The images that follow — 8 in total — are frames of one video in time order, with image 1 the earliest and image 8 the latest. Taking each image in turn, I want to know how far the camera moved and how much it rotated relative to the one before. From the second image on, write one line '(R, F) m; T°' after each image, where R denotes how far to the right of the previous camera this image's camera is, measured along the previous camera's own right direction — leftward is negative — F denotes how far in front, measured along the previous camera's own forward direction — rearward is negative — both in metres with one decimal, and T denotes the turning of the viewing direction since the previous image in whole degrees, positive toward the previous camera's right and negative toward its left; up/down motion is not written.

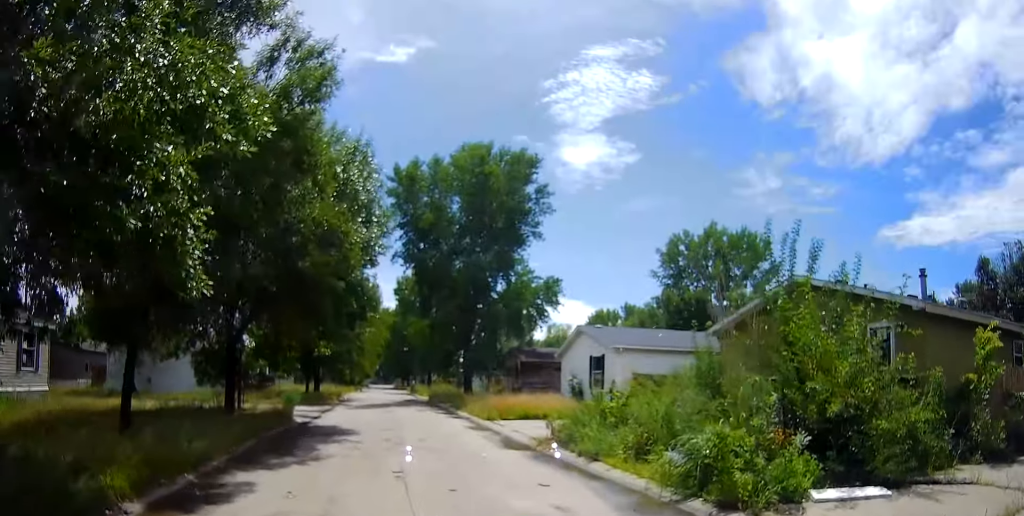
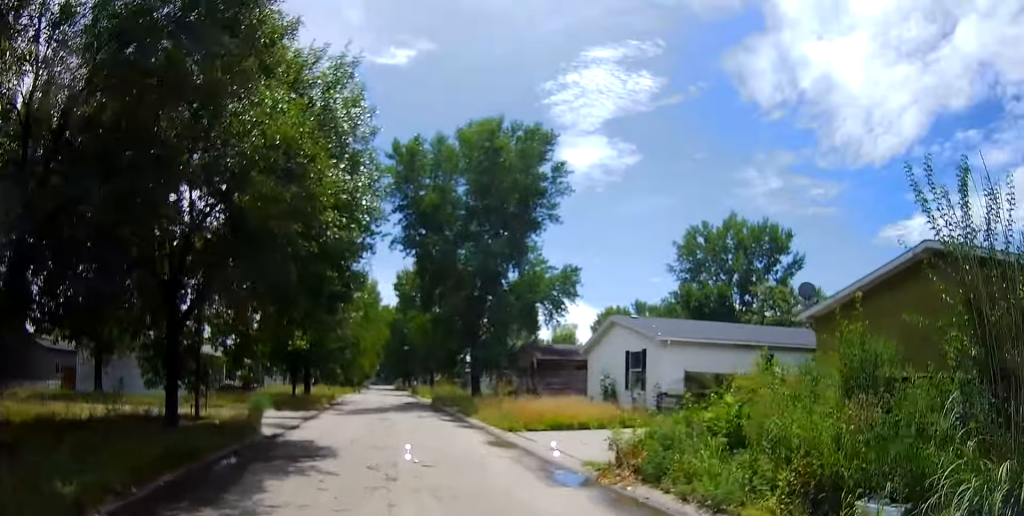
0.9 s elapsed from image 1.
(-0.1, +5.6) m; -1°
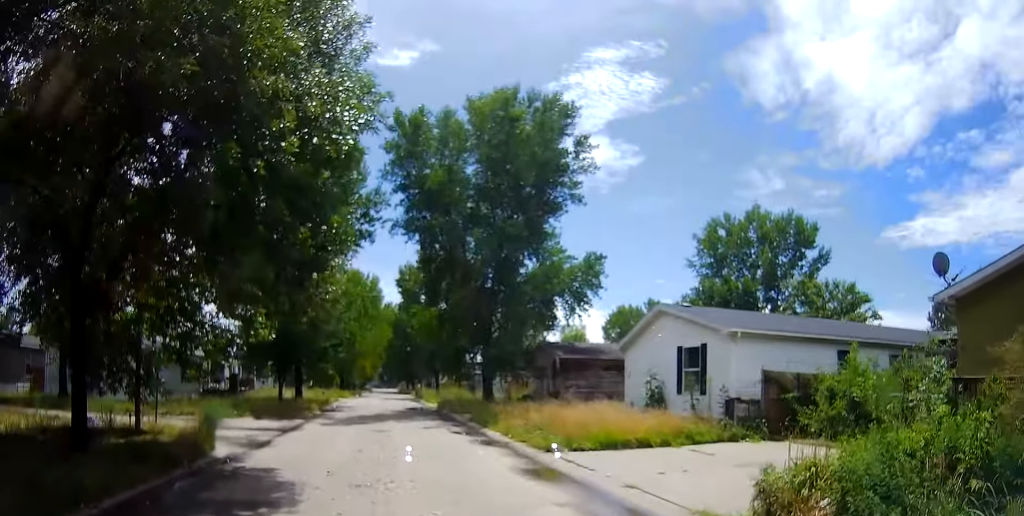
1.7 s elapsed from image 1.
(0.0, +5.2) m; 0°
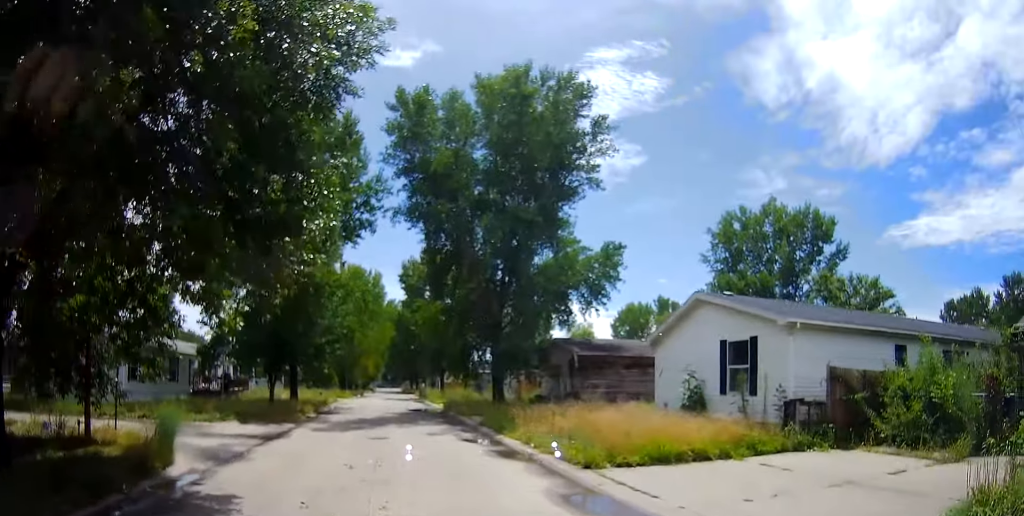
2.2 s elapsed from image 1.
(0.0, +3.0) m; 0°
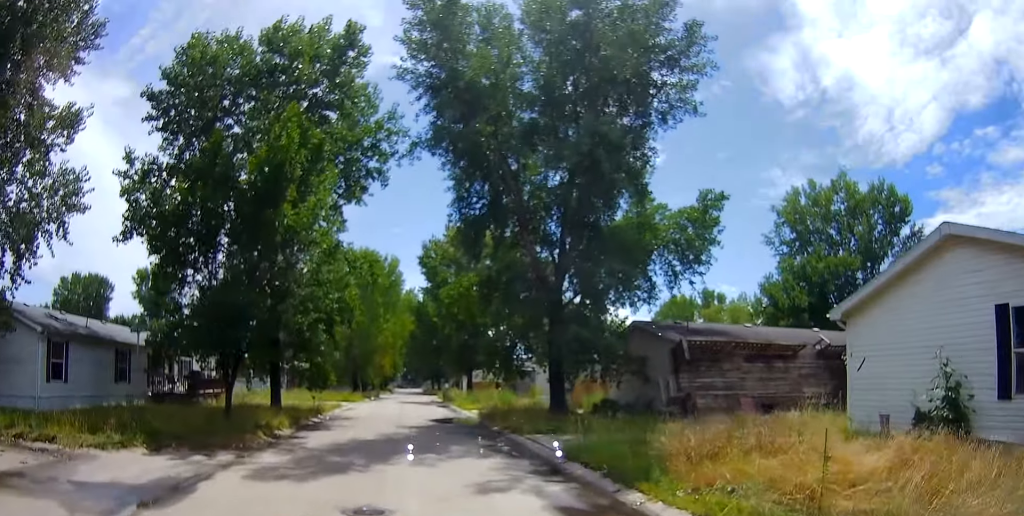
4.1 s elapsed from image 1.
(0.0, +10.3) m; 0°
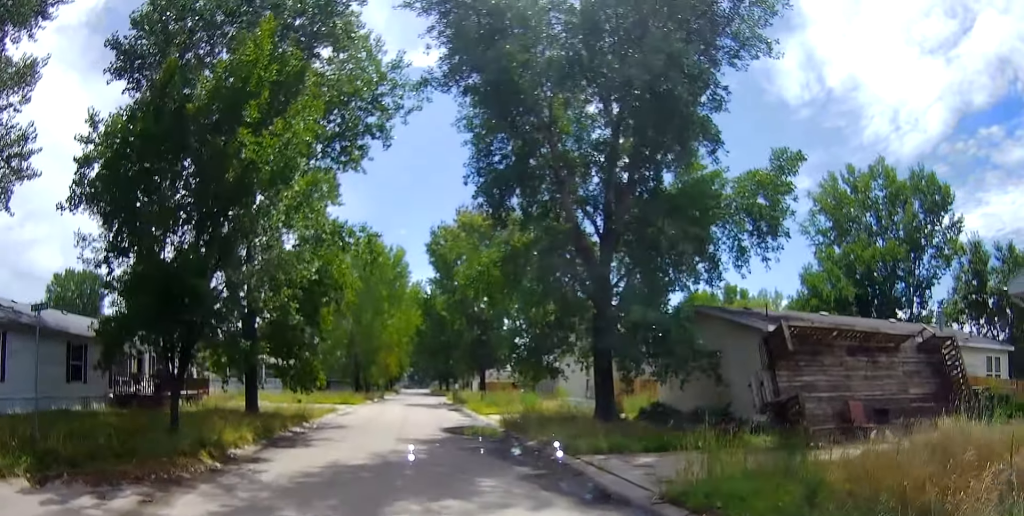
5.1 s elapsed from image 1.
(0.0, +5.4) m; 0°
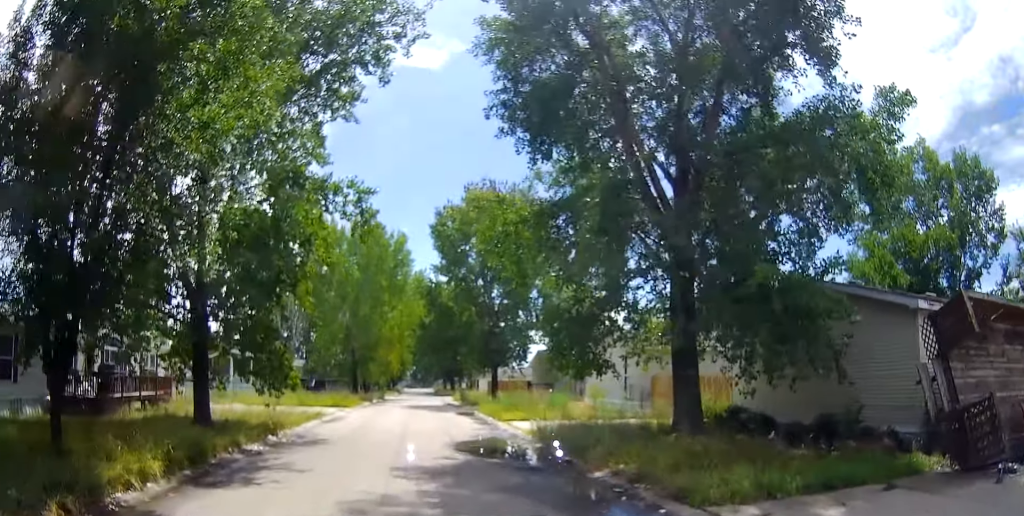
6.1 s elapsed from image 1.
(0.0, +5.7) m; 0°
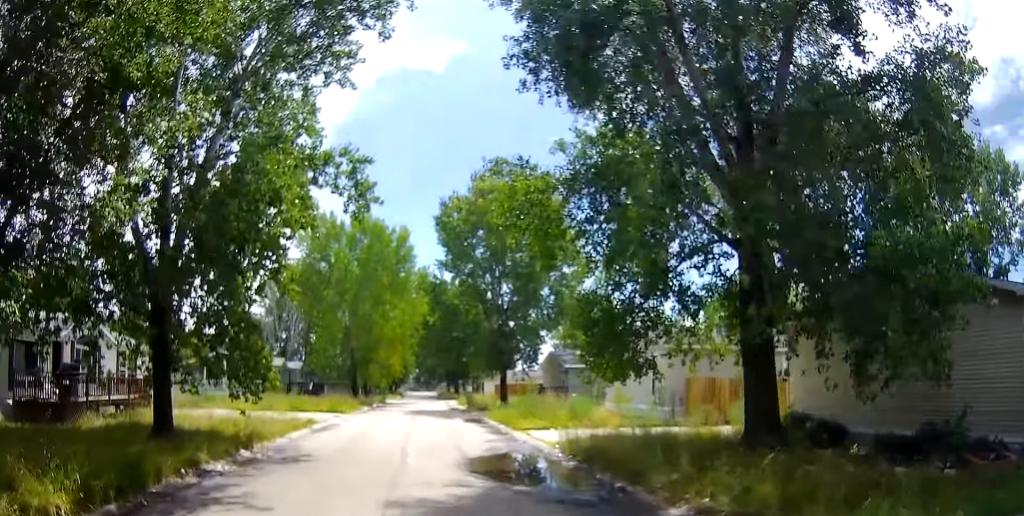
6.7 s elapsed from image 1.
(0.0, +2.9) m; 0°
